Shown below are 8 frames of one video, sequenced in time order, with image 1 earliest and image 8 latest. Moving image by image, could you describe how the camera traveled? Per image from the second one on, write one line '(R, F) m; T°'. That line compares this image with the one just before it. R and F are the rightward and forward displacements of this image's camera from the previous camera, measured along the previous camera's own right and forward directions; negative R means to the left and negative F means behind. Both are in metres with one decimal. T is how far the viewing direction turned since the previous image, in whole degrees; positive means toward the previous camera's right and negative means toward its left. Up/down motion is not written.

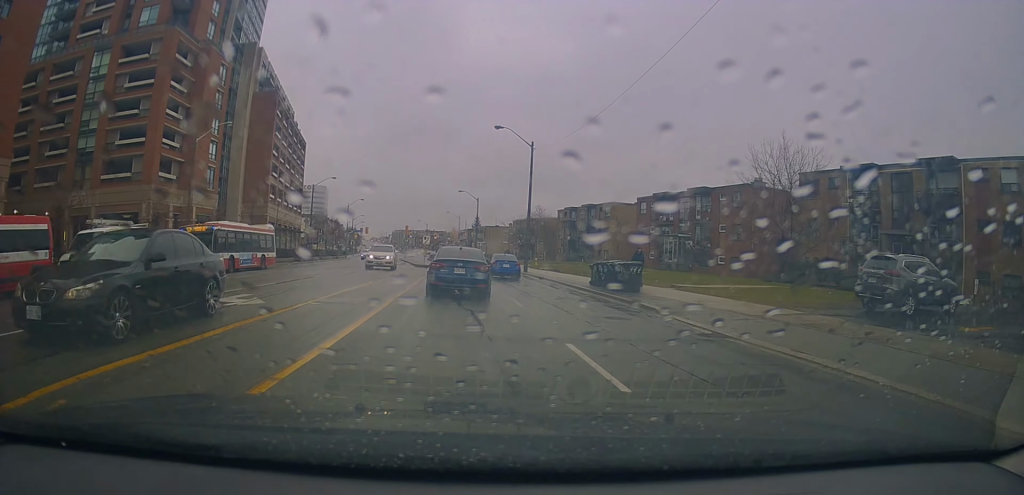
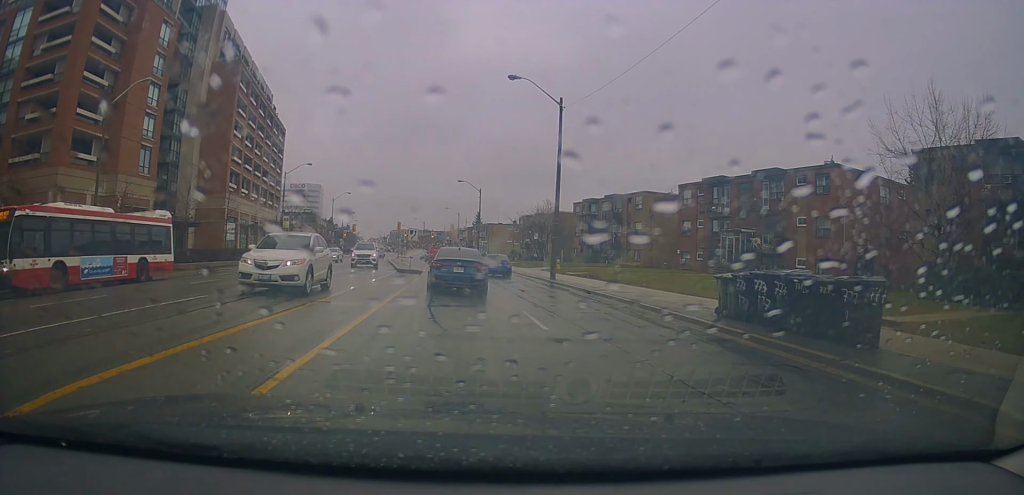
(-0.1, +13.2) m; -3°
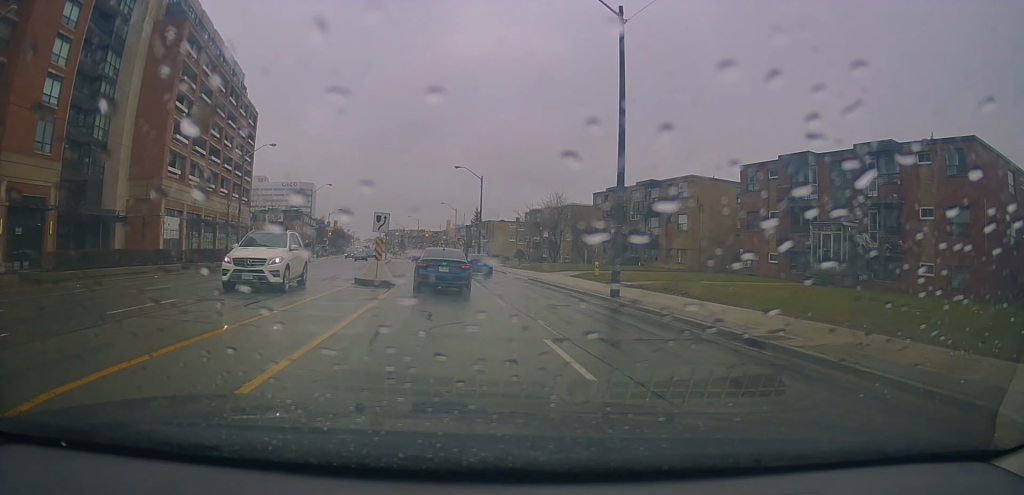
(-0.4, +13.4) m; +1°
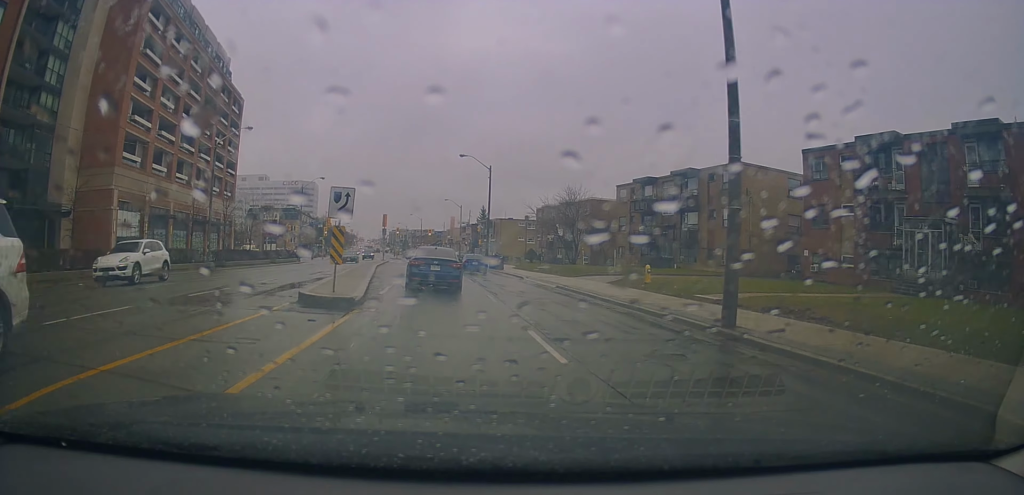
(+0.2, +7.8) m; +2°
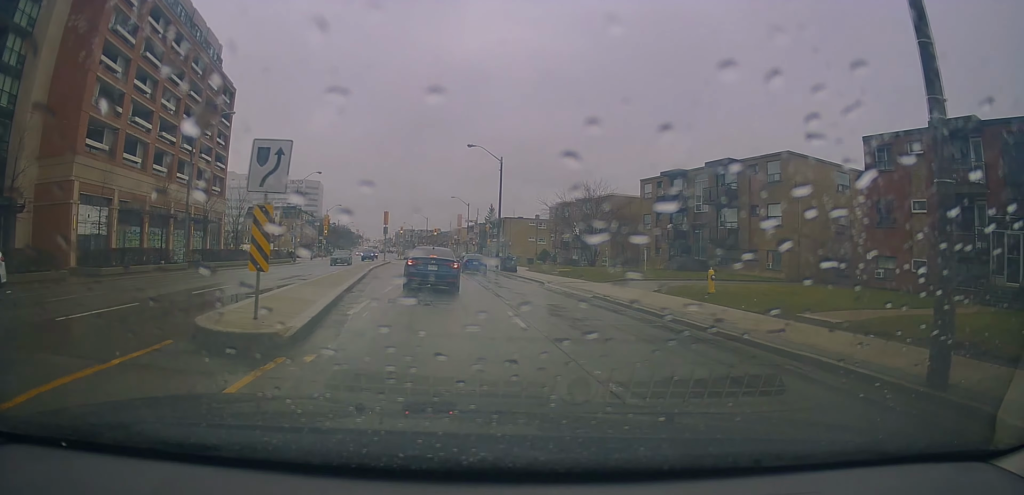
(+0.1, +5.7) m; -1°
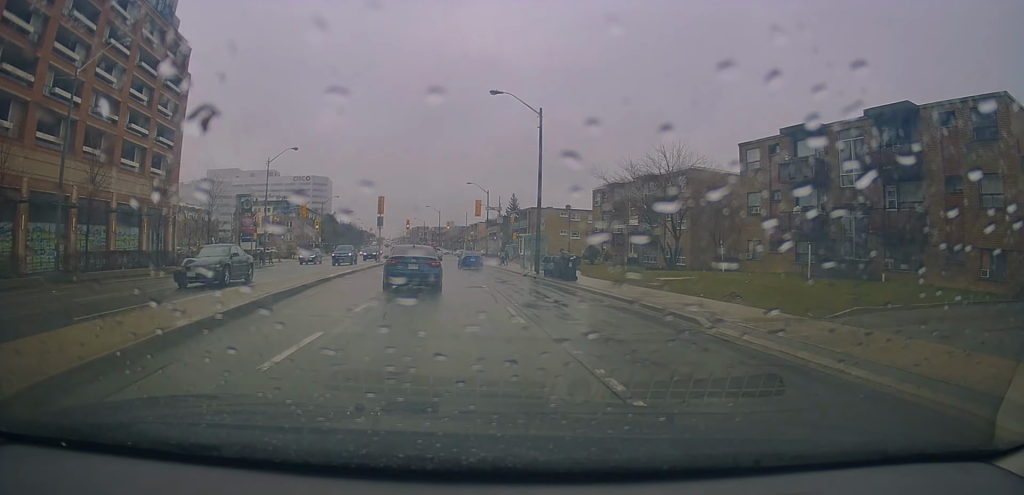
(-0.5, +17.0) m; -1°
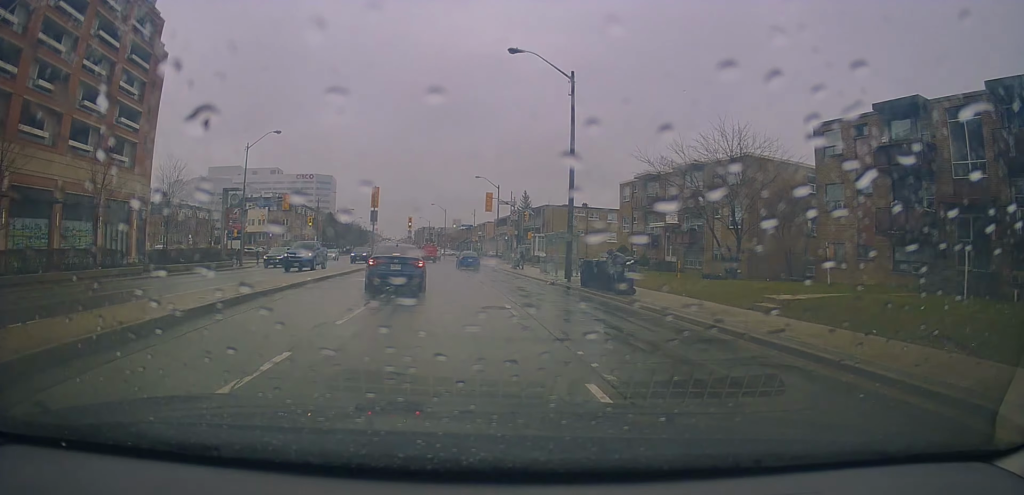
(+0.4, +8.1) m; -2°
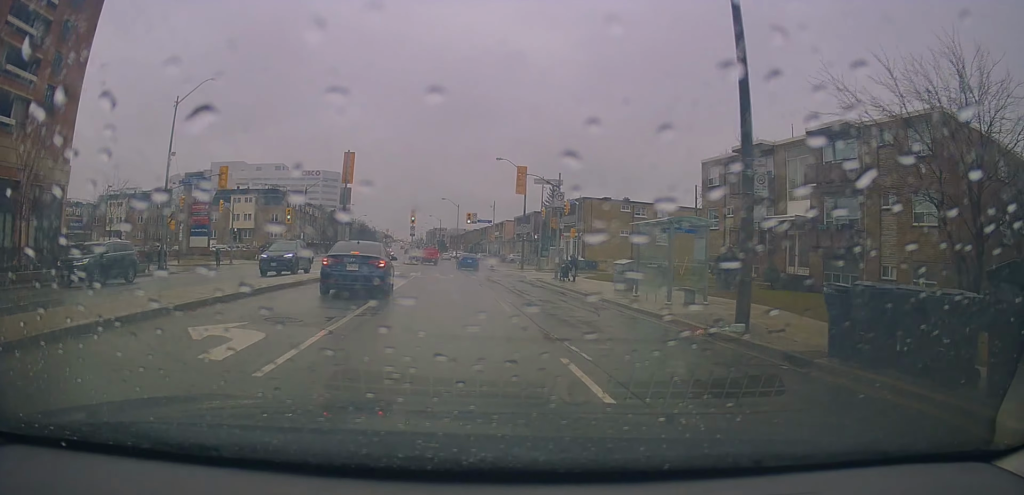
(-1.0, +16.6) m; -3°
